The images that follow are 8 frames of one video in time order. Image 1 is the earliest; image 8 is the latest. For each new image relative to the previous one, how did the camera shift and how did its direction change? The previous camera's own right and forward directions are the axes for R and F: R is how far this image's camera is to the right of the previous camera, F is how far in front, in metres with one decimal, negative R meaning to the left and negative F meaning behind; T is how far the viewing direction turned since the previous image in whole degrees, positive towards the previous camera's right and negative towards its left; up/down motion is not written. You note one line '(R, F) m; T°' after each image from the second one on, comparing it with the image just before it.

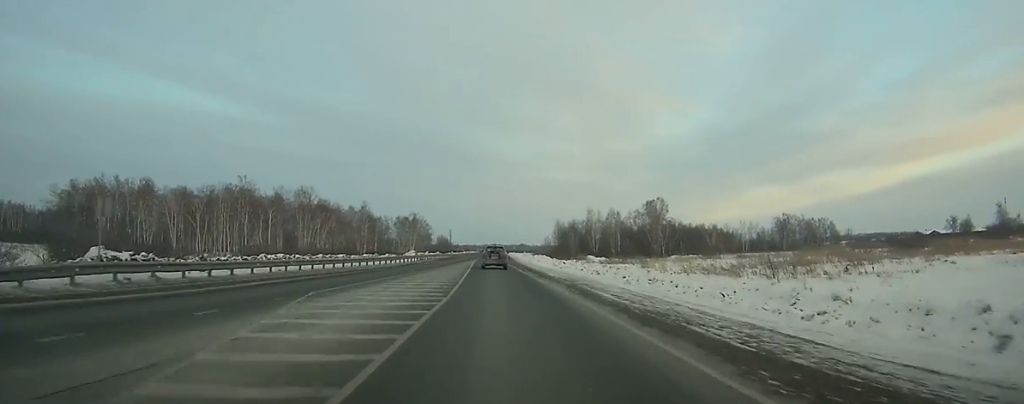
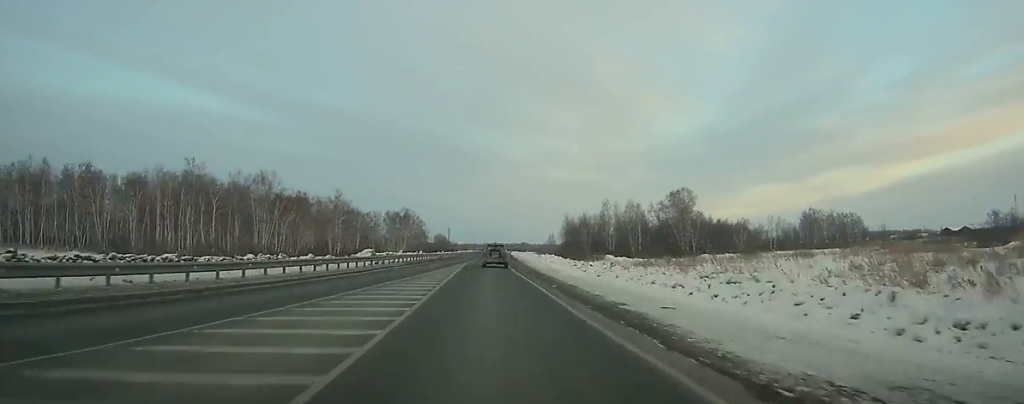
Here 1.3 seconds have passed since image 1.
(+0.1, +27.4) m; 0°
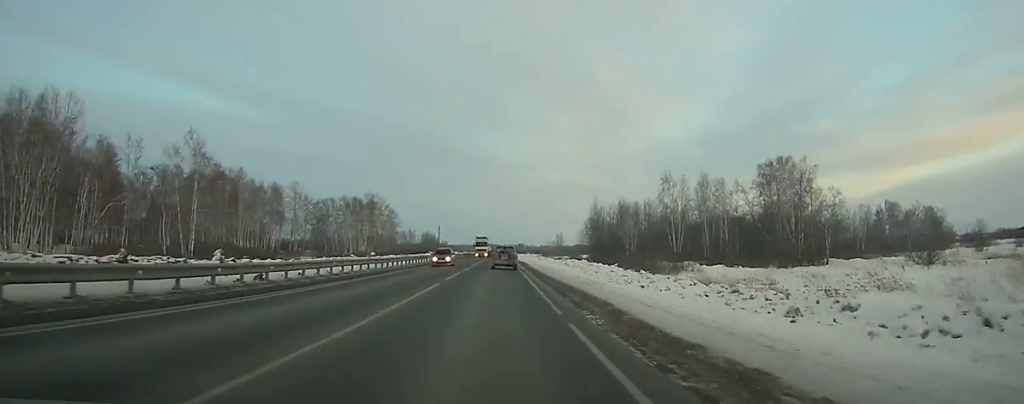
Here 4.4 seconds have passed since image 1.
(+0.1, +65.8) m; +1°
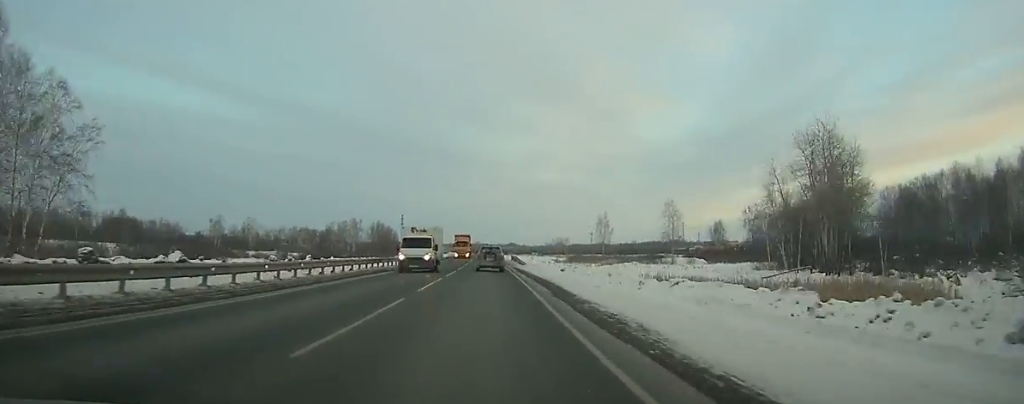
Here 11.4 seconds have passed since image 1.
(+1.4, +150.5) m; 0°
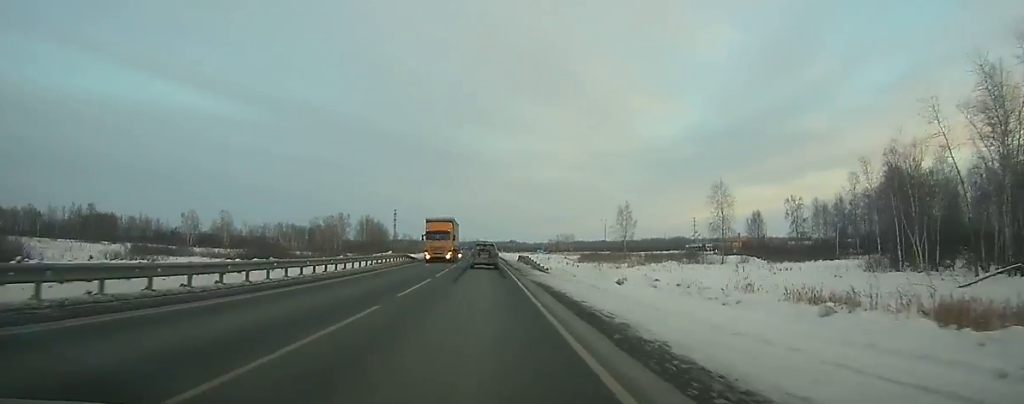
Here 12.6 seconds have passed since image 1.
(+0.1, +26.0) m; 0°
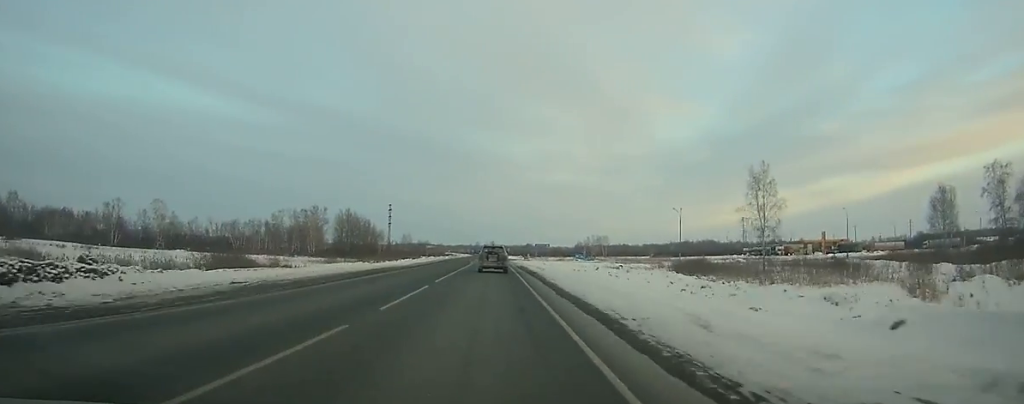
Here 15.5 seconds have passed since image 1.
(-0.4, +62.4) m; -1°
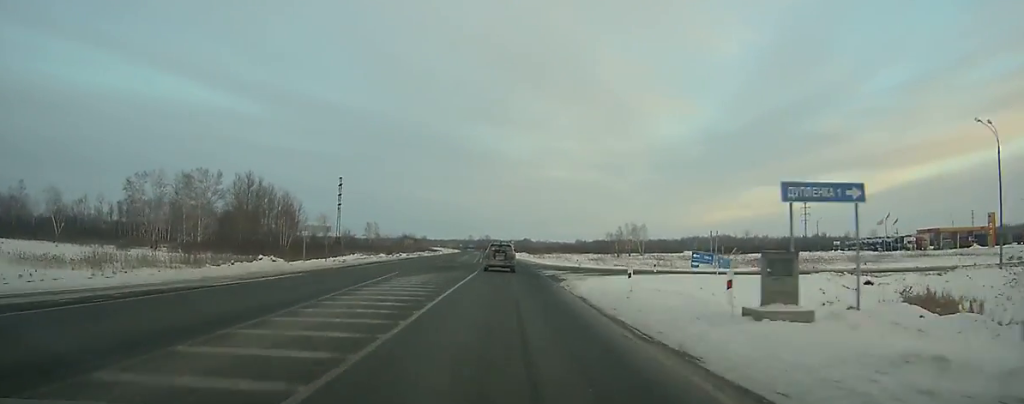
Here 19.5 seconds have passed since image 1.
(-0.2, +85.2) m; 0°
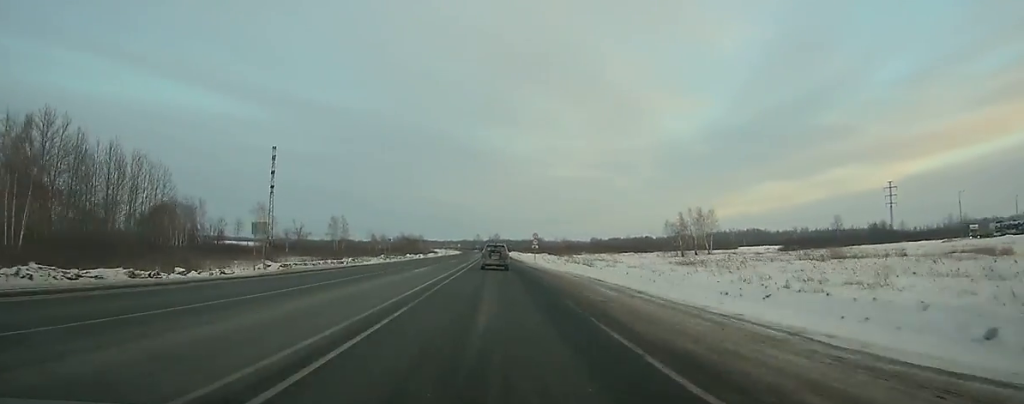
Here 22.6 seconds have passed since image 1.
(+0.1, +65.5) m; 0°
